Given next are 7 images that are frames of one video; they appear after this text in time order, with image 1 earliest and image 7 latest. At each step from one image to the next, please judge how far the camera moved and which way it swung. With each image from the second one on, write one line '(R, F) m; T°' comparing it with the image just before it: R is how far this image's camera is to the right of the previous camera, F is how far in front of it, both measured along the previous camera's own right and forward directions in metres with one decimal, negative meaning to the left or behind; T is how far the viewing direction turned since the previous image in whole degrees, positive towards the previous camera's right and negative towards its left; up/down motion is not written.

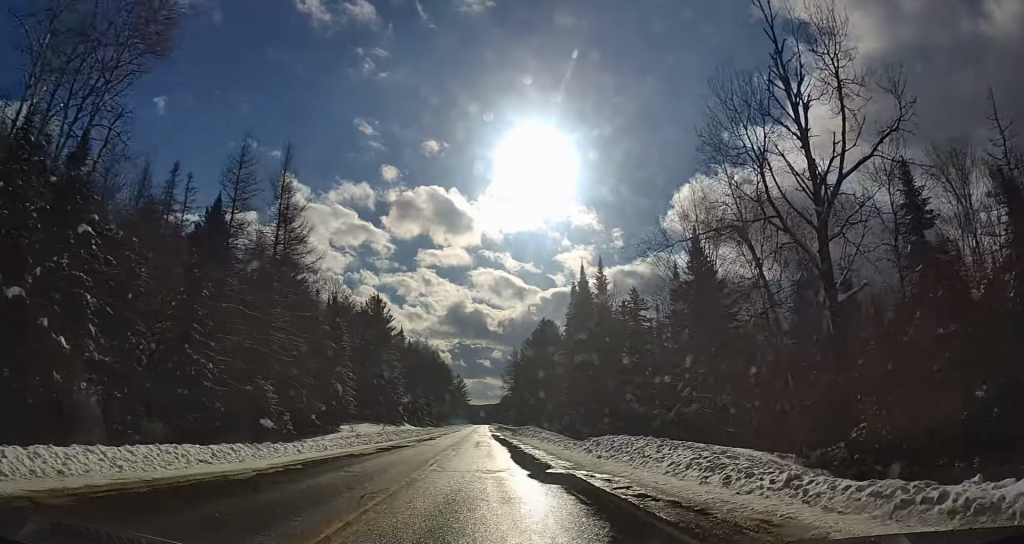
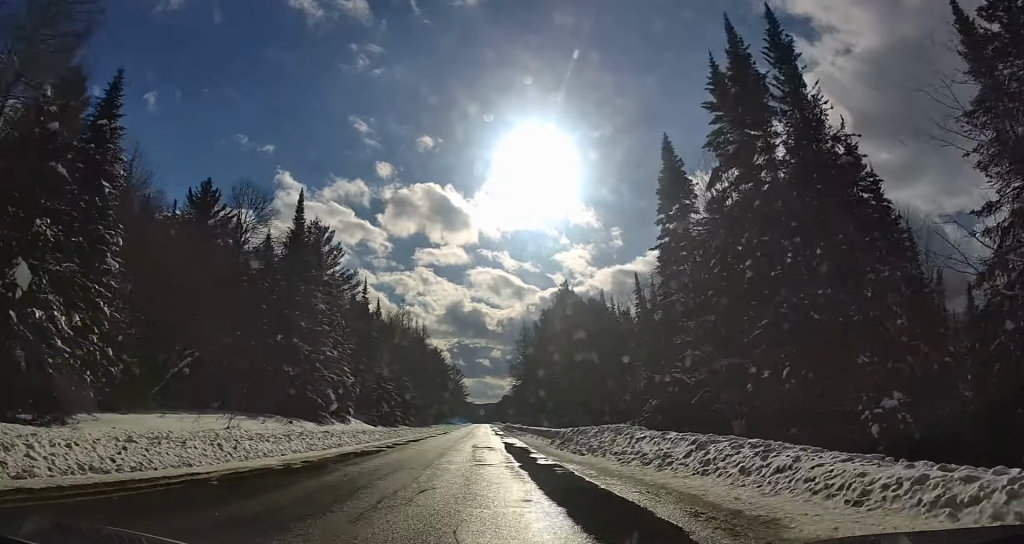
(+0.4, +36.7) m; +1°
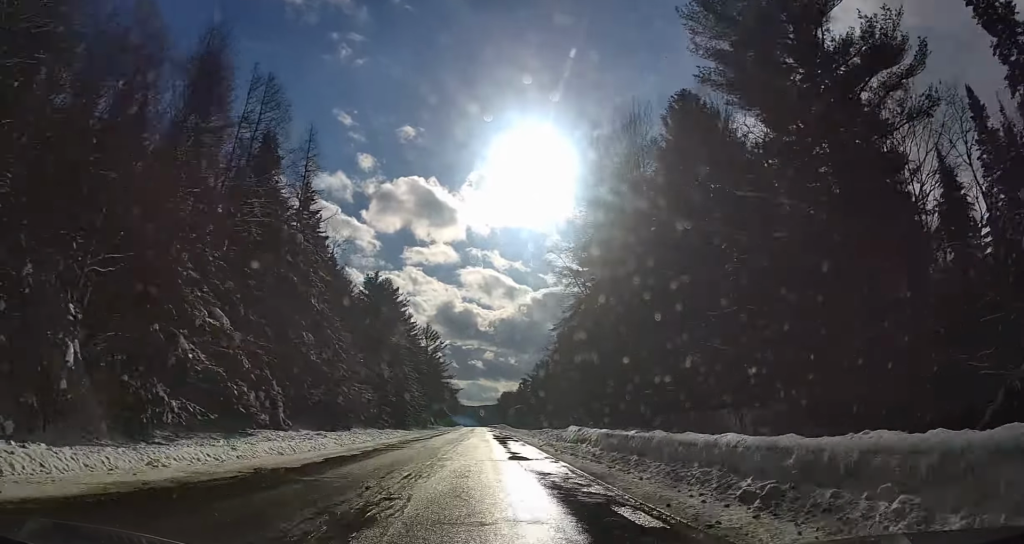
(-0.4, +82.4) m; 0°
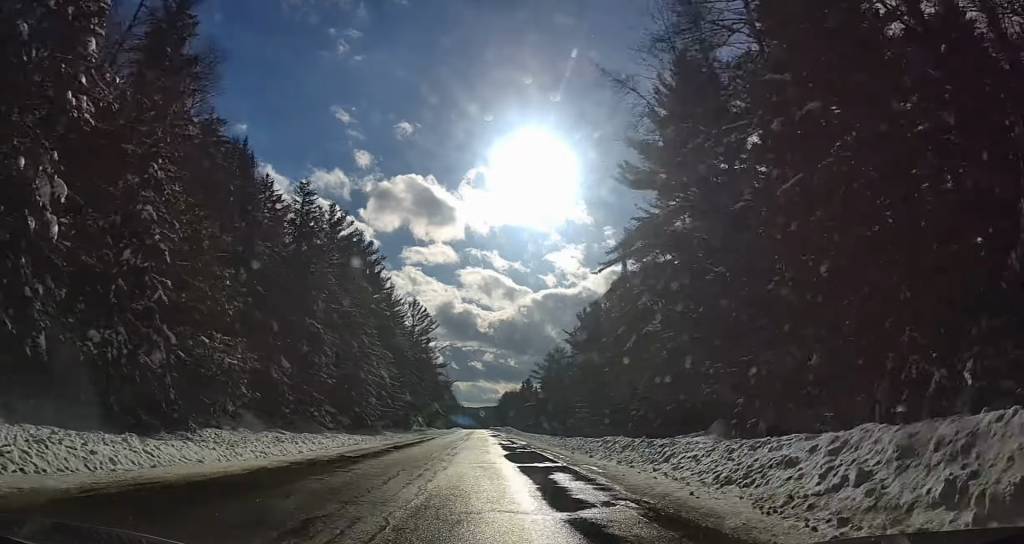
(0.0, +23.5) m; 0°
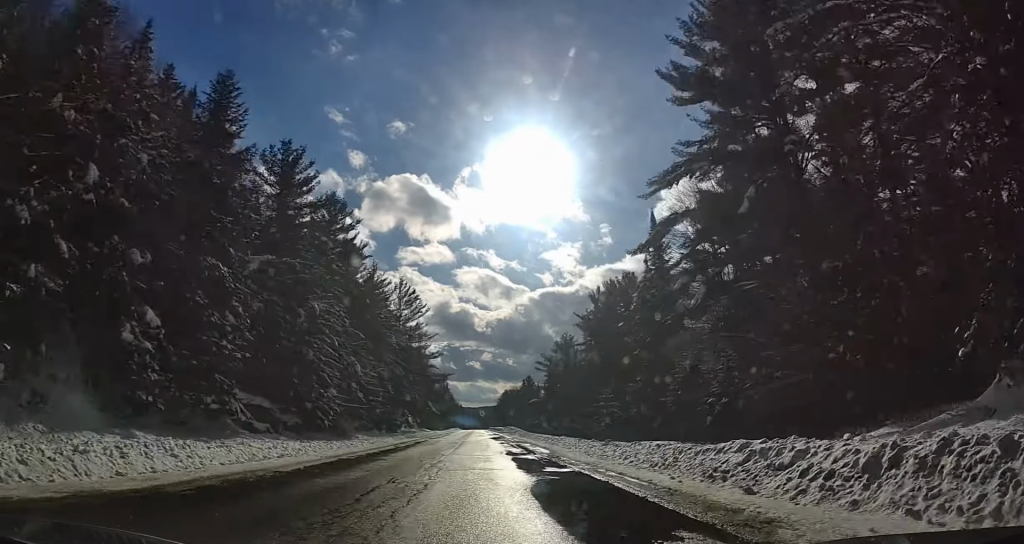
(0.0, +12.6) m; 0°
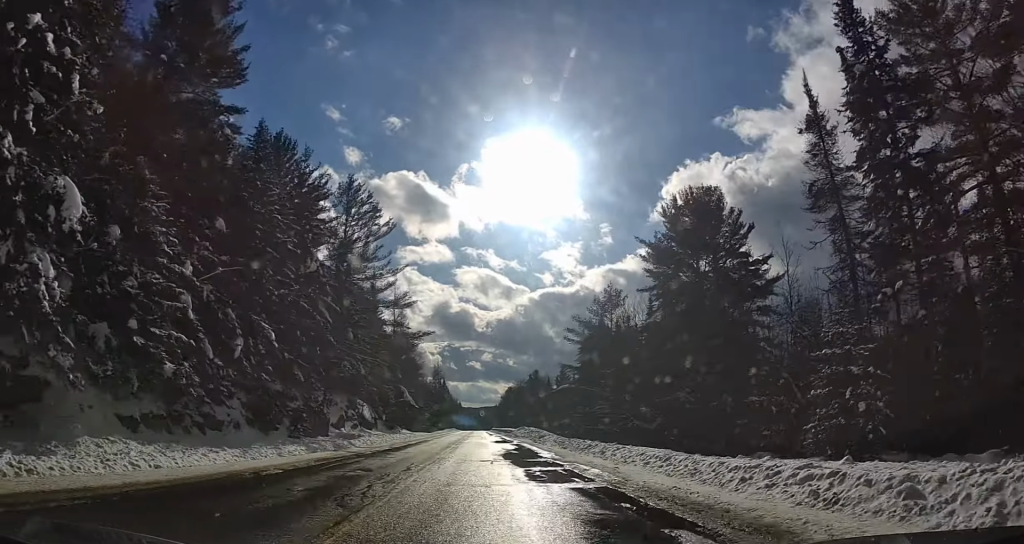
(-0.1, +32.6) m; +1°
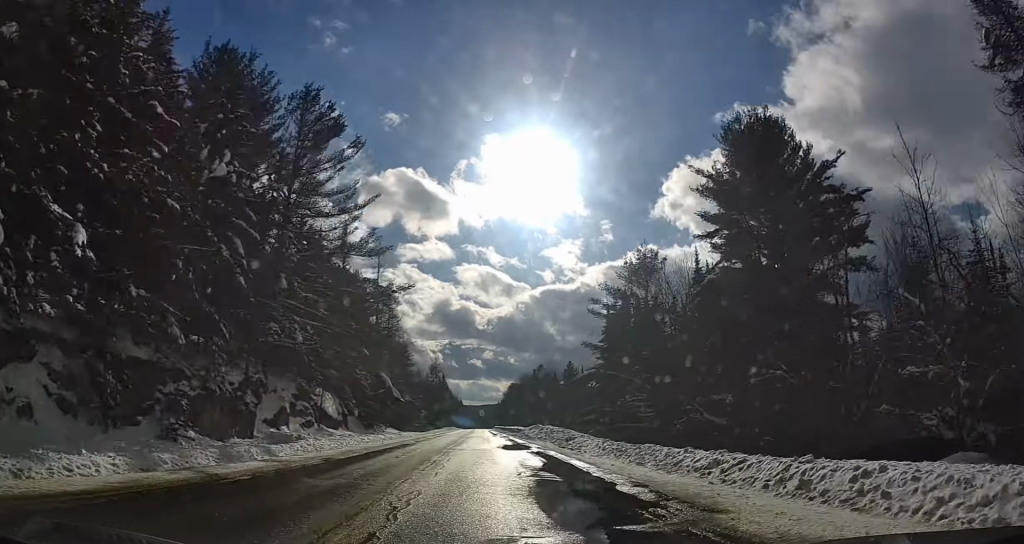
(+0.1, +13.5) m; +1°
